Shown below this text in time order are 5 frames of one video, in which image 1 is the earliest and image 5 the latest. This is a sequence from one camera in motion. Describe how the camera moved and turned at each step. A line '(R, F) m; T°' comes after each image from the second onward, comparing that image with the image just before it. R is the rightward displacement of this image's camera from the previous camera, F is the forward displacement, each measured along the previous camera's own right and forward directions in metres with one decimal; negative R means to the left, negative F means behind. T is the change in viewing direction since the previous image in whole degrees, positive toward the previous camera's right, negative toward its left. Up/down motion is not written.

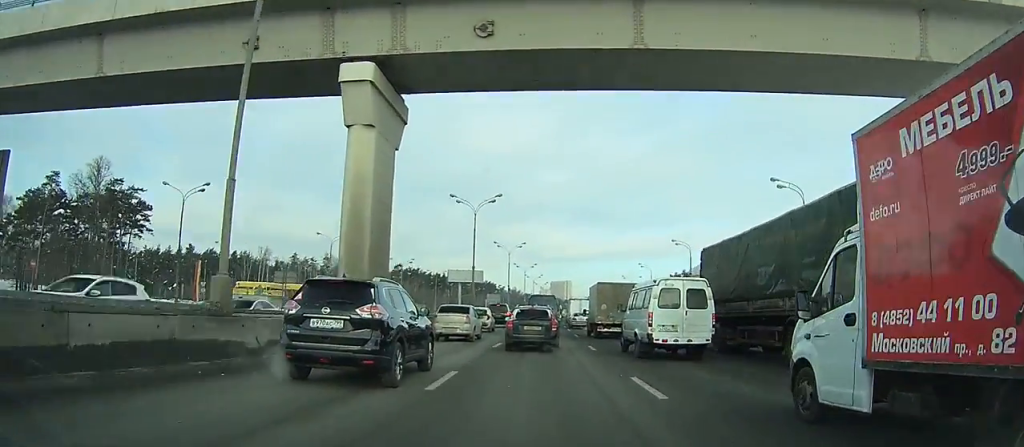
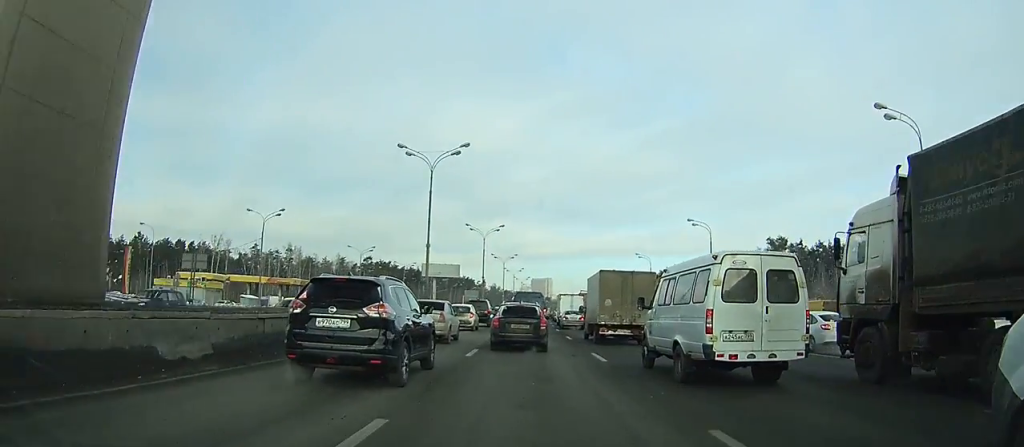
(+0.1, +16.5) m; +1°
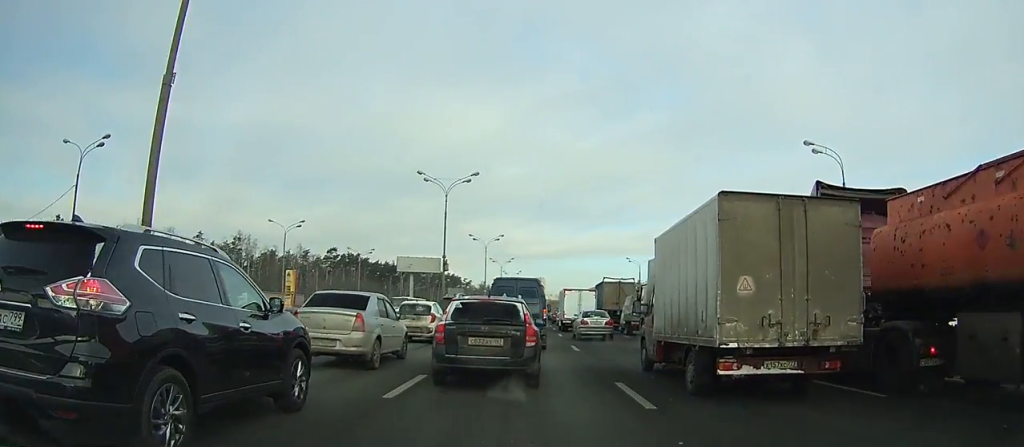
(-0.1, +28.5) m; -2°
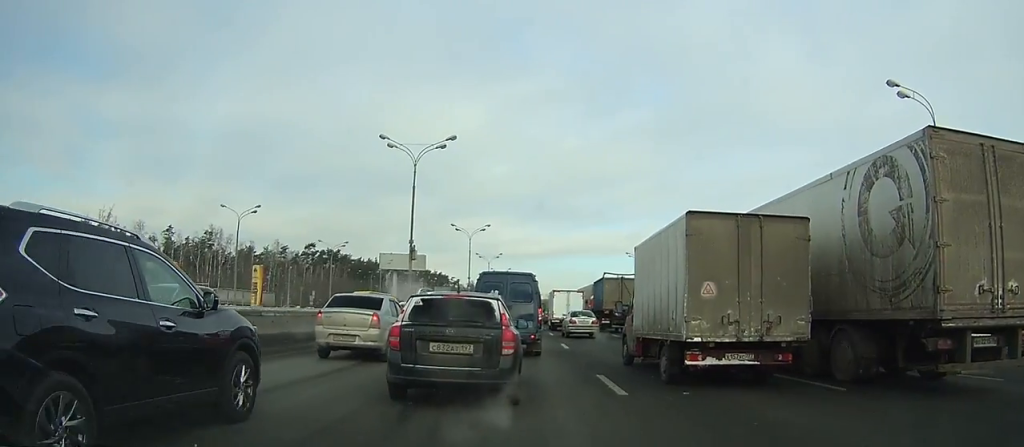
(+0.1, +11.2) m; +3°
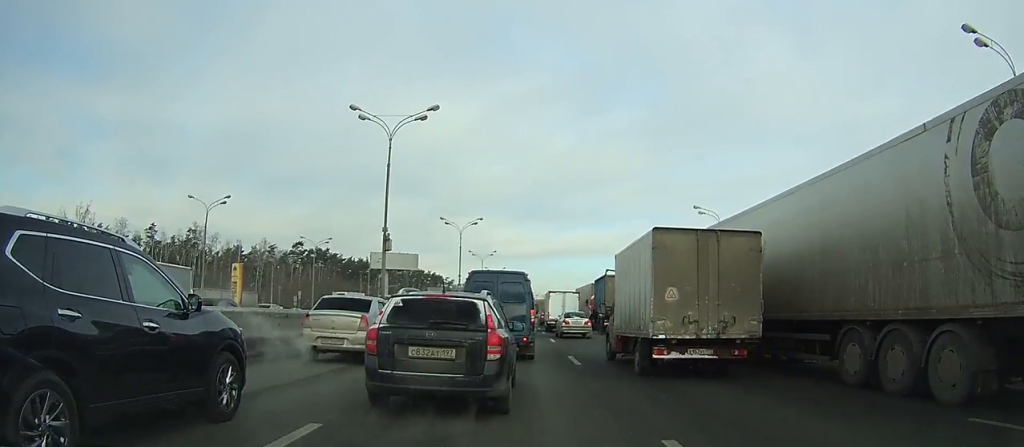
(+0.1, +5.8) m; +3°
